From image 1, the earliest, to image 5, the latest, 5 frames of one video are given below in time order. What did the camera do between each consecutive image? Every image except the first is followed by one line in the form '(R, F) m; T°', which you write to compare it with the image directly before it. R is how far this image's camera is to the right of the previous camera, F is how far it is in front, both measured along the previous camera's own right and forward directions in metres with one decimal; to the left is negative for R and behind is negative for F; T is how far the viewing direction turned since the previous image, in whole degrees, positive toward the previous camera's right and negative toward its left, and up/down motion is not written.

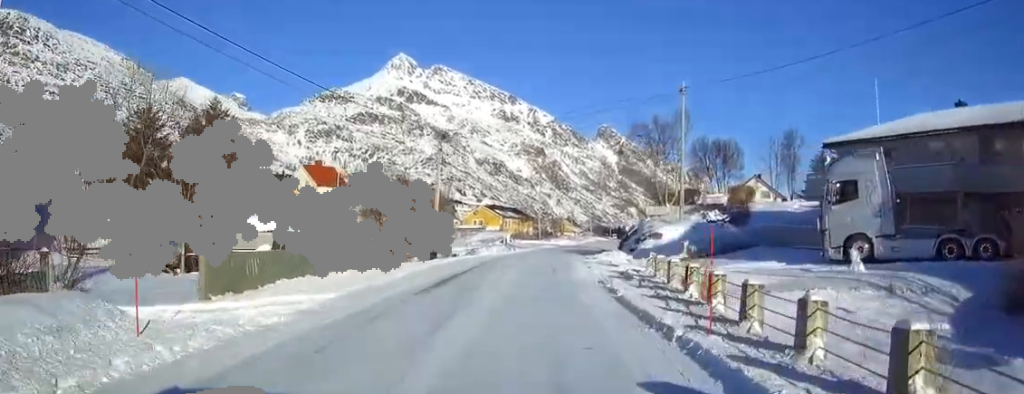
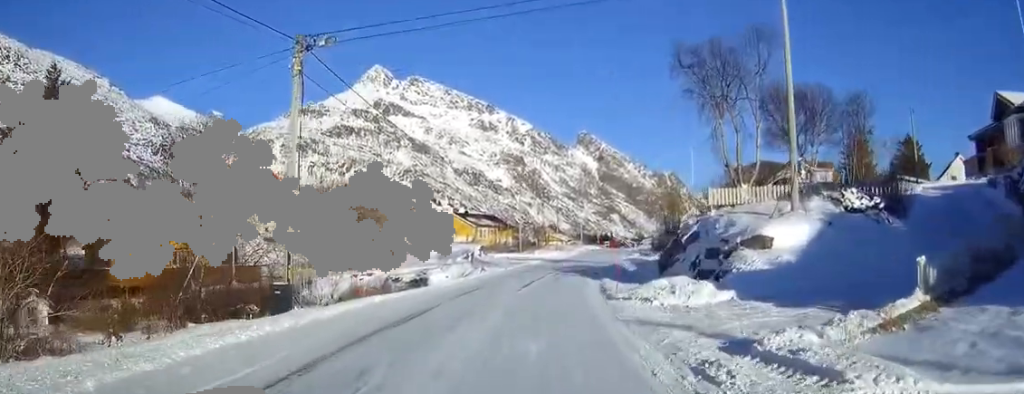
(+0.4, +22.8) m; +1°
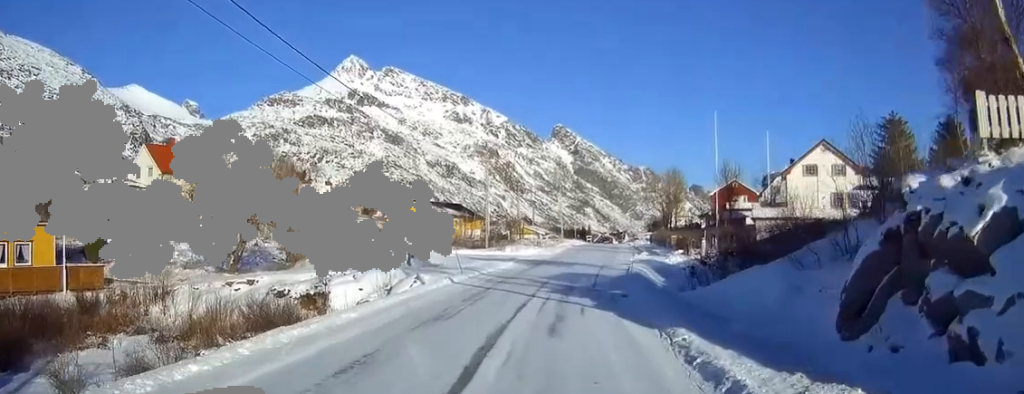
(0.0, +19.2) m; +2°
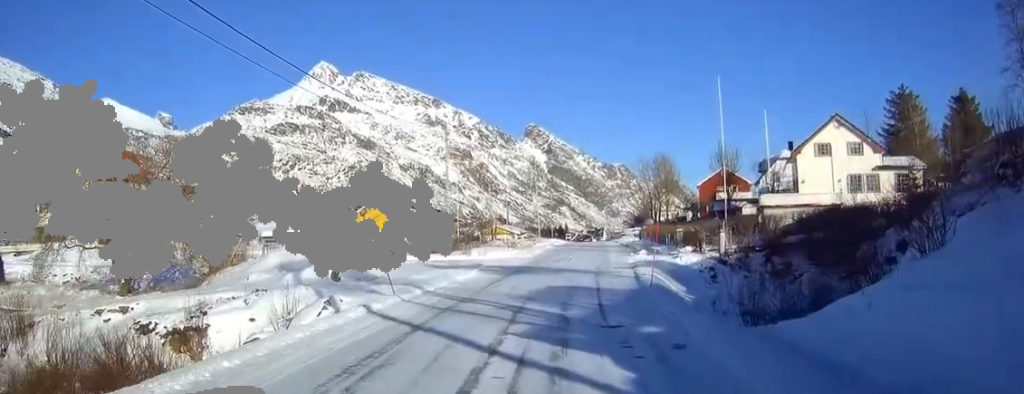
(+0.2, +9.6) m; +1°
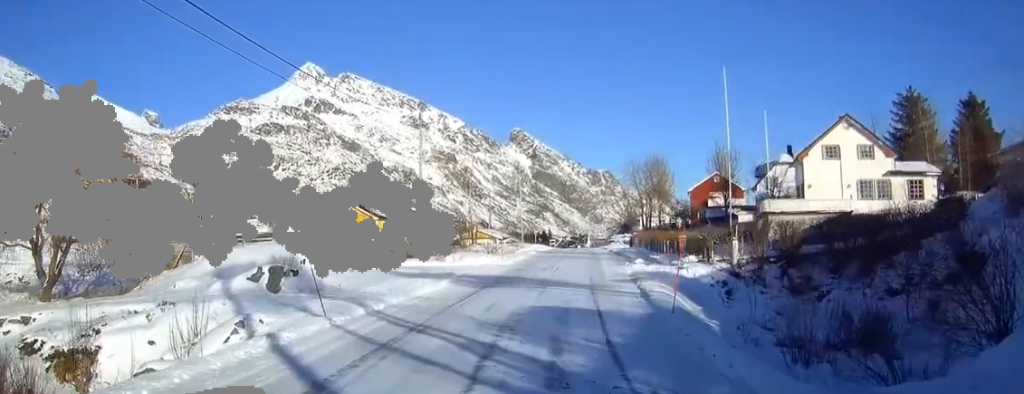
(0.0, +4.8) m; 0°
